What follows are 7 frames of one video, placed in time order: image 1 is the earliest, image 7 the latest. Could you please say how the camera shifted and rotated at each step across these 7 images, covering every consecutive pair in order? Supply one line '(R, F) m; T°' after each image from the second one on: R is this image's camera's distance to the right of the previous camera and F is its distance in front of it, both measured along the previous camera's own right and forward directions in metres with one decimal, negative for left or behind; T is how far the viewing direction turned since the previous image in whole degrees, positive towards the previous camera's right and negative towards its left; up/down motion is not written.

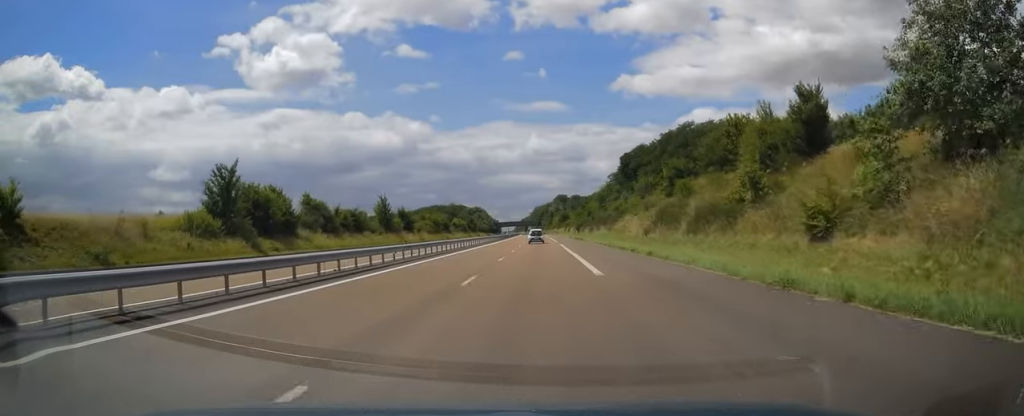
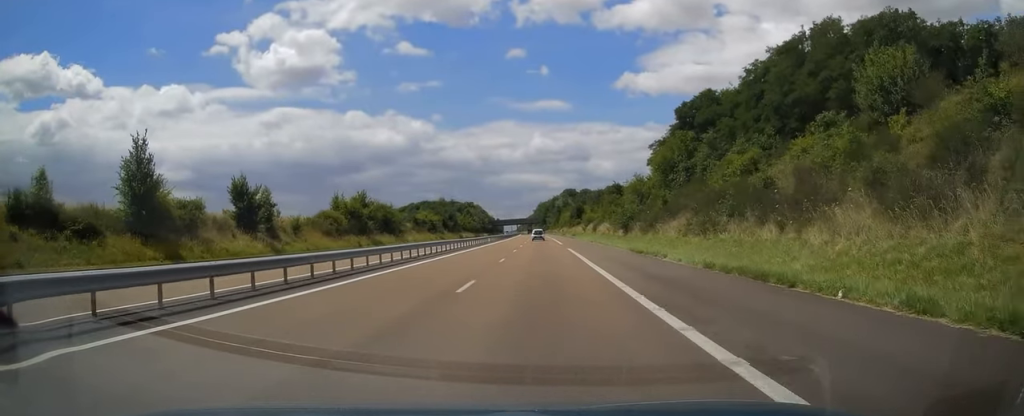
(-0.1, +66.8) m; 0°
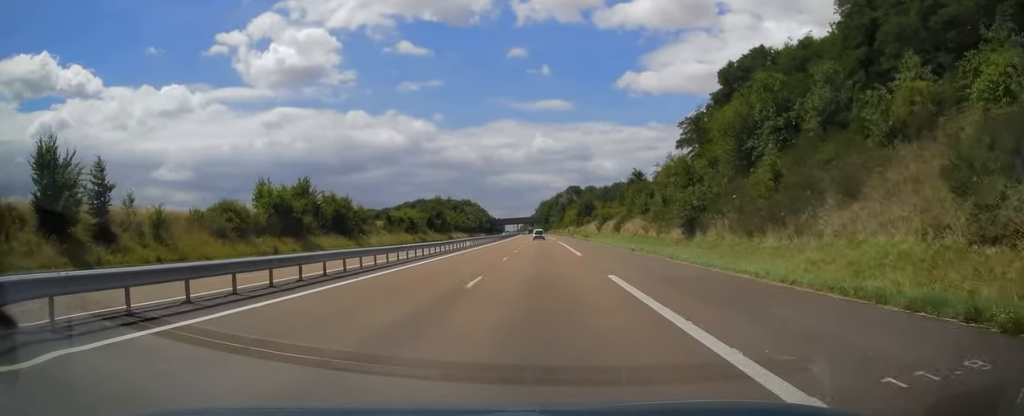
(0.0, +25.1) m; 0°
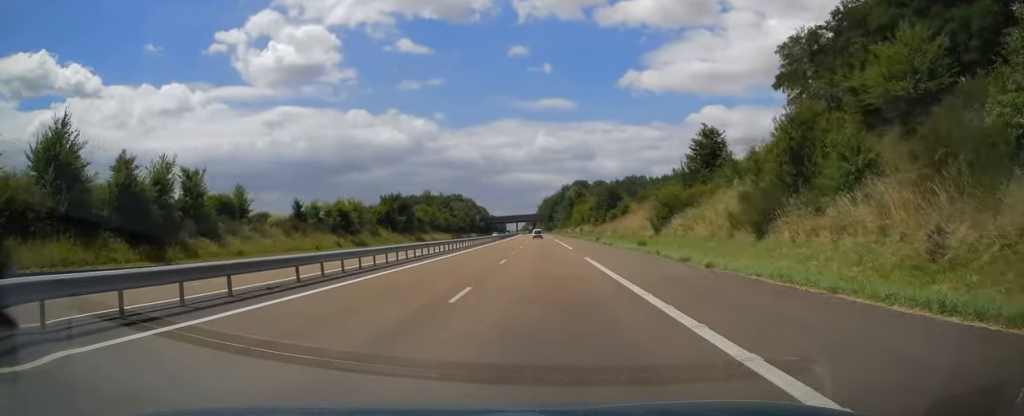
(0.0, +42.3) m; 0°
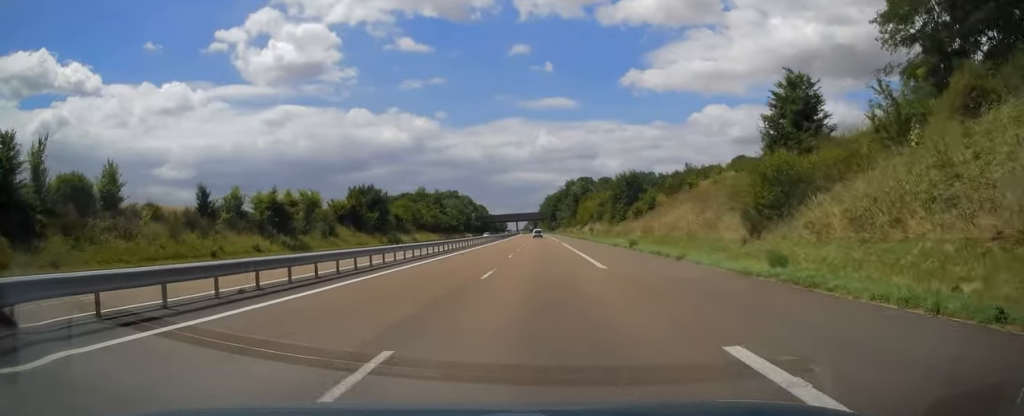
(0.0, +20.6) m; -1°
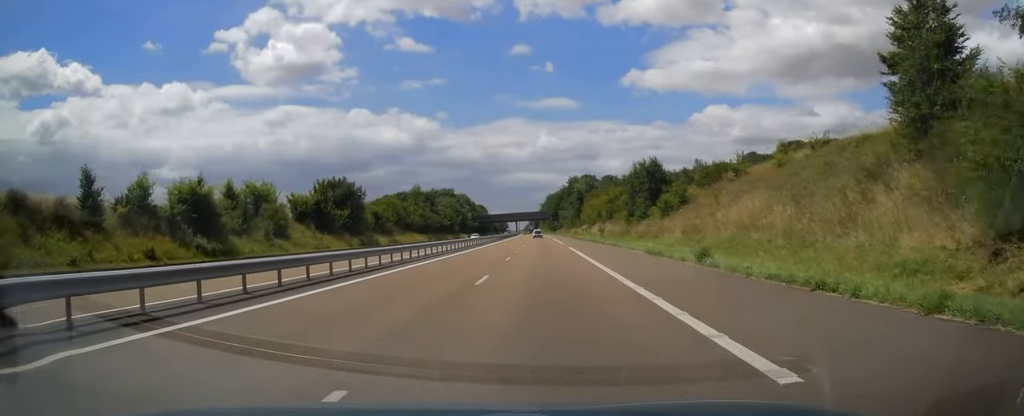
(-0.1, +14.7) m; 0°
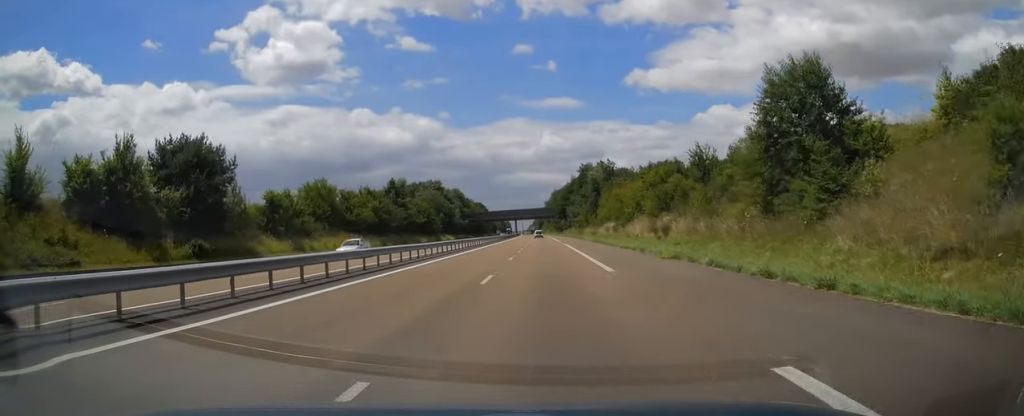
(-0.3, +38.8) m; 0°
